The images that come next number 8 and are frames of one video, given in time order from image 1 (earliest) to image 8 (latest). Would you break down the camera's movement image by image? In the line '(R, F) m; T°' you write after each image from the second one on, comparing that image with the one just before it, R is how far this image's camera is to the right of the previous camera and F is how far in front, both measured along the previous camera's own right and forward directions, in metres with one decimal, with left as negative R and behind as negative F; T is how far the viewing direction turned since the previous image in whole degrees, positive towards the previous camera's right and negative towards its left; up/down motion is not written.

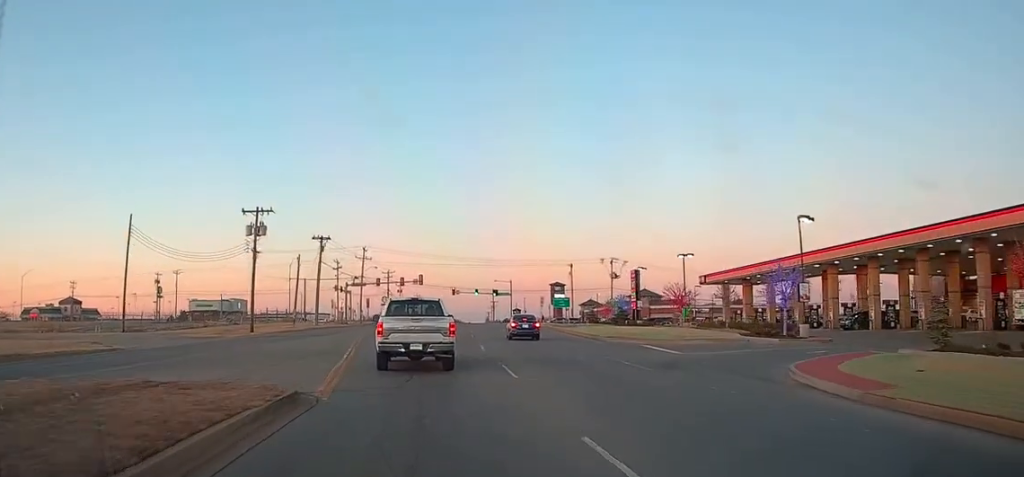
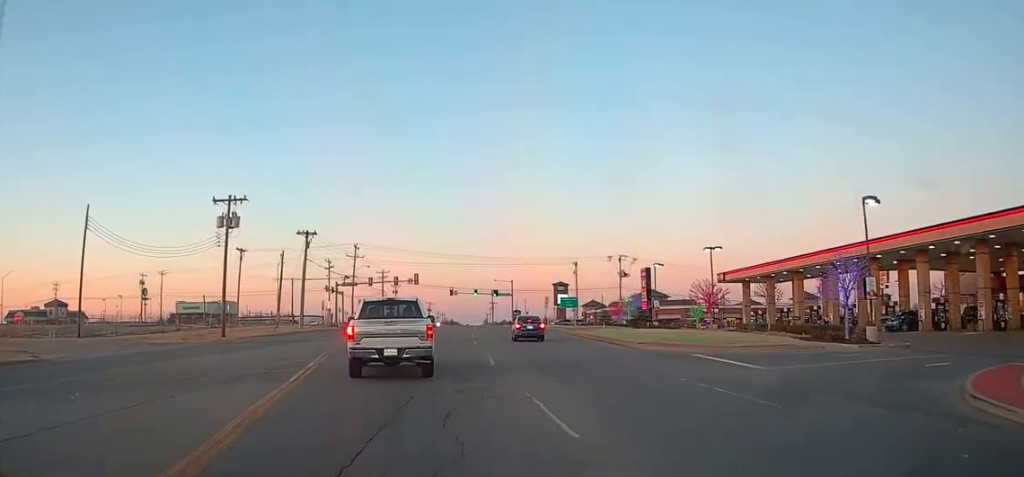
(0.0, +8.3) m; 0°
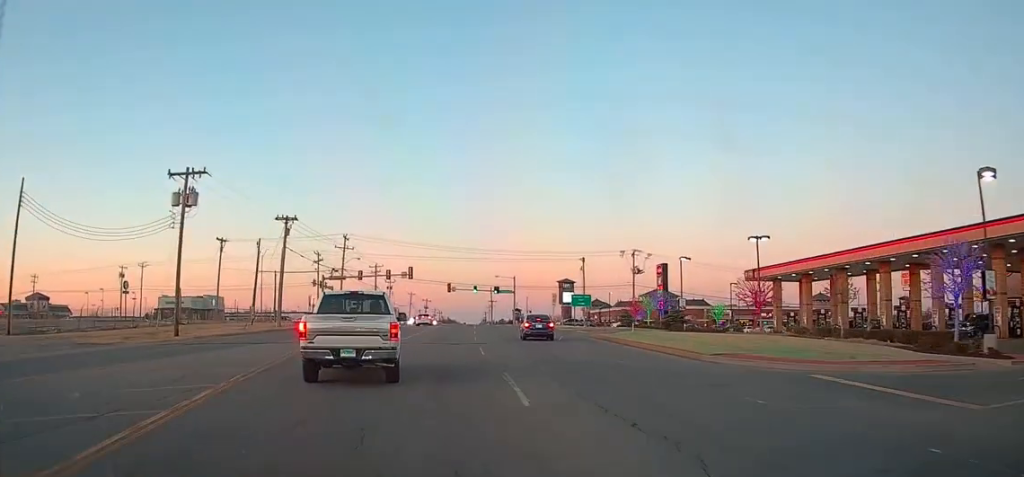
(0.0, +9.5) m; 0°
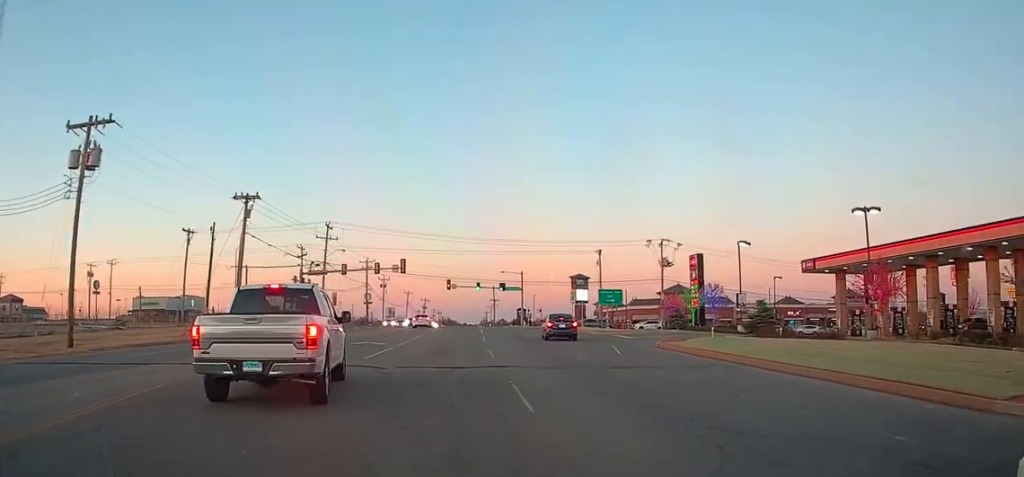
(0.0, +15.6) m; 0°
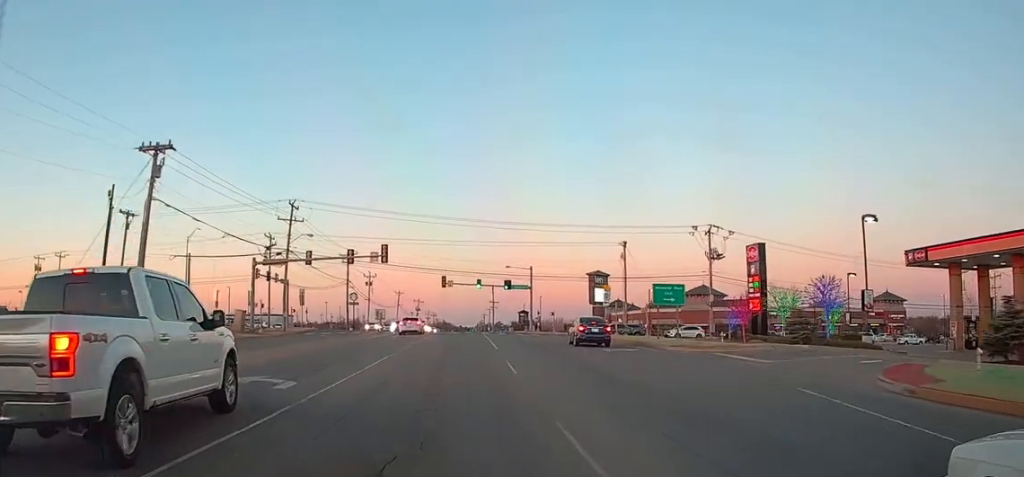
(+0.1, +19.5) m; 0°
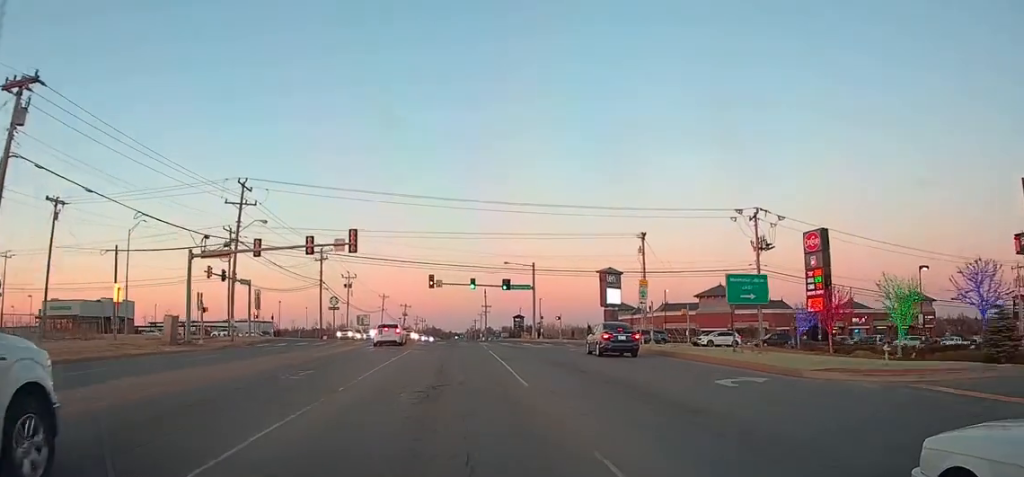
(0.0, +14.9) m; +1°
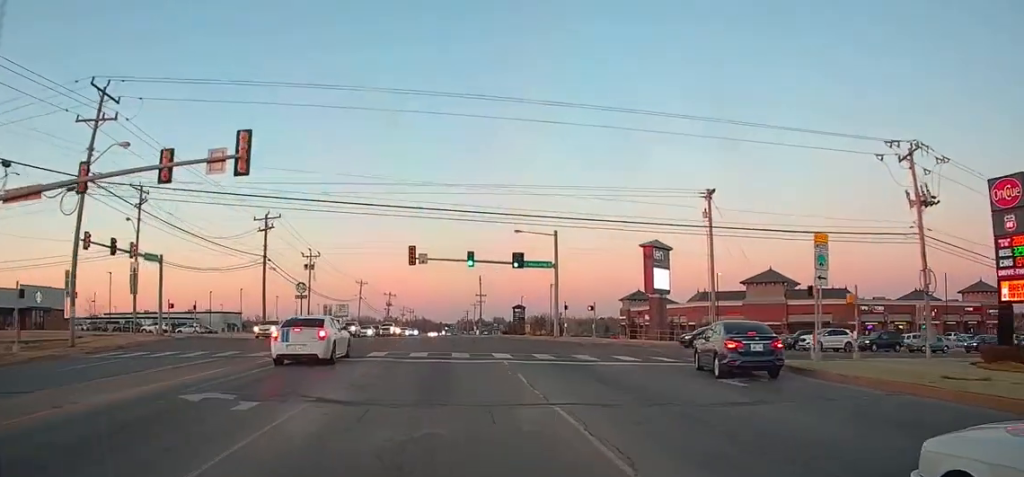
(+0.3, +24.6) m; +1°
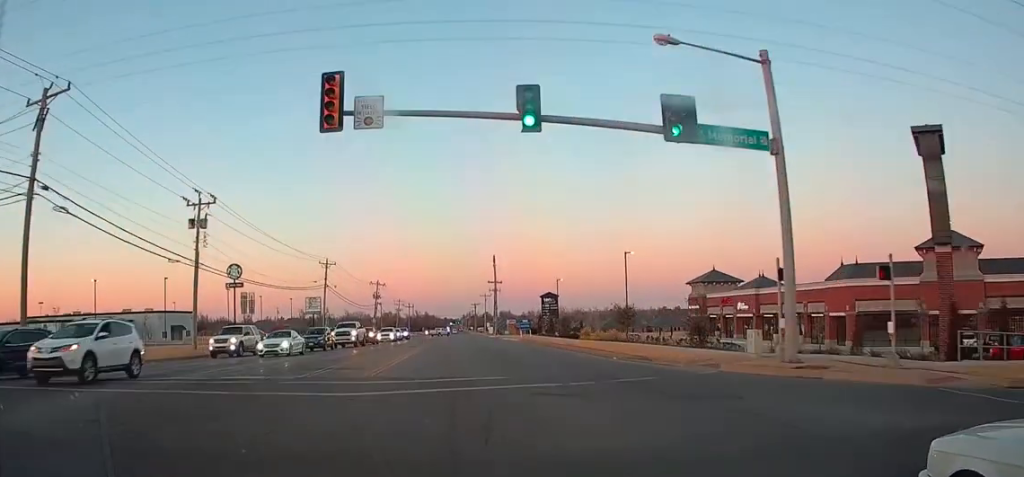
(0.0, +43.3) m; 0°
